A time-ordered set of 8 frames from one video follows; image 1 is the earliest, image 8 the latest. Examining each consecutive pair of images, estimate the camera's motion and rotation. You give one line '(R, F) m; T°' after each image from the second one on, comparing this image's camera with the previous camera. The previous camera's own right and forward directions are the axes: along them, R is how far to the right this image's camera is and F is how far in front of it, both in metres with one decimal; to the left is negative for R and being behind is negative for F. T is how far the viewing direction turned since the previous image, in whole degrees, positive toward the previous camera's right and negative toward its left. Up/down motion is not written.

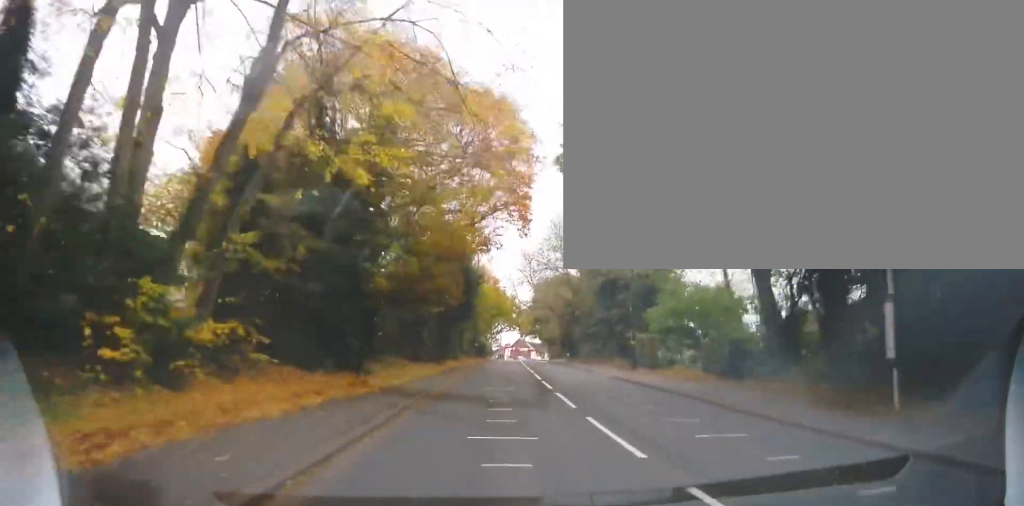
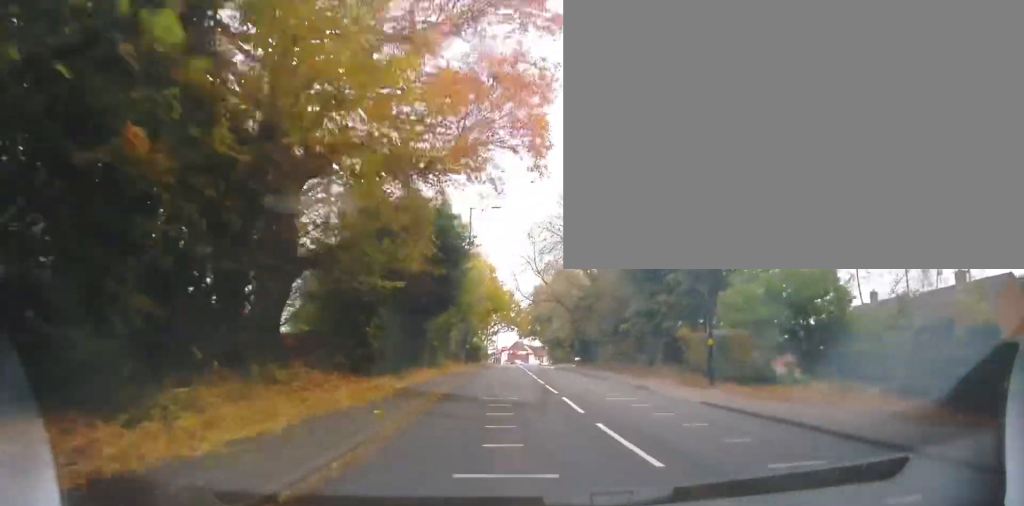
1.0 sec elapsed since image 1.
(+0.1, +12.4) m; +2°
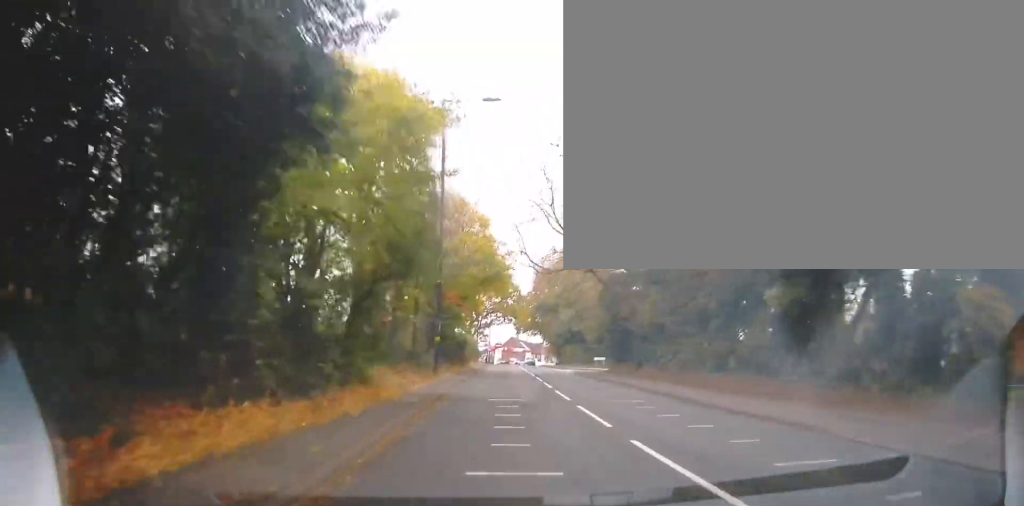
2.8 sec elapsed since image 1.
(-0.4, +20.2) m; -2°
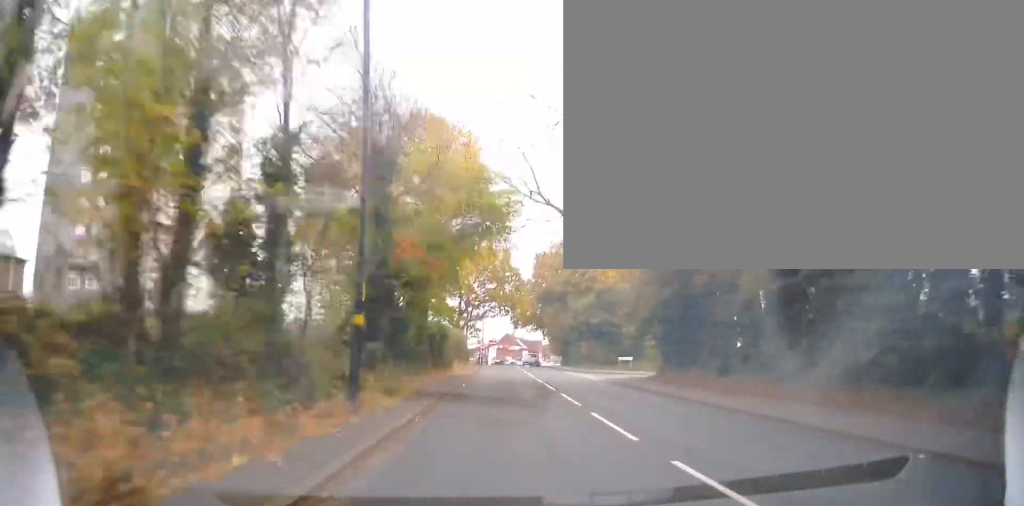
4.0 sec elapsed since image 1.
(+0.3, +13.8) m; +2°
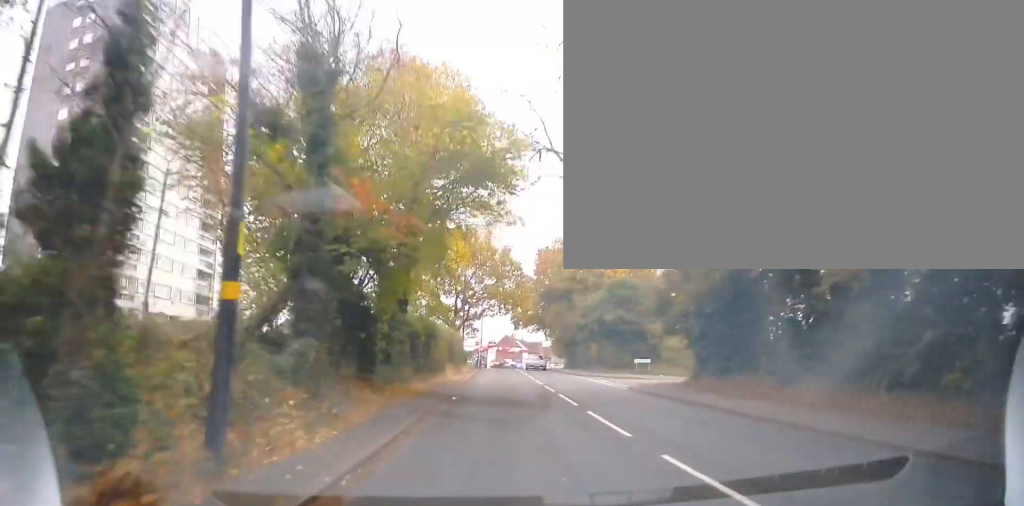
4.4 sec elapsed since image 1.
(0.0, +4.8) m; +1°
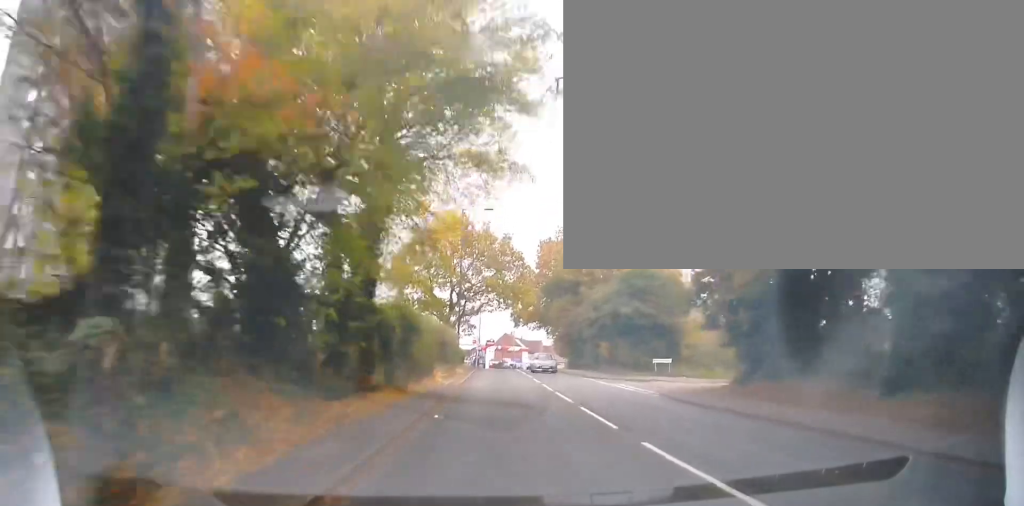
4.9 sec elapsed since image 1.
(-0.1, +4.8) m; +1°
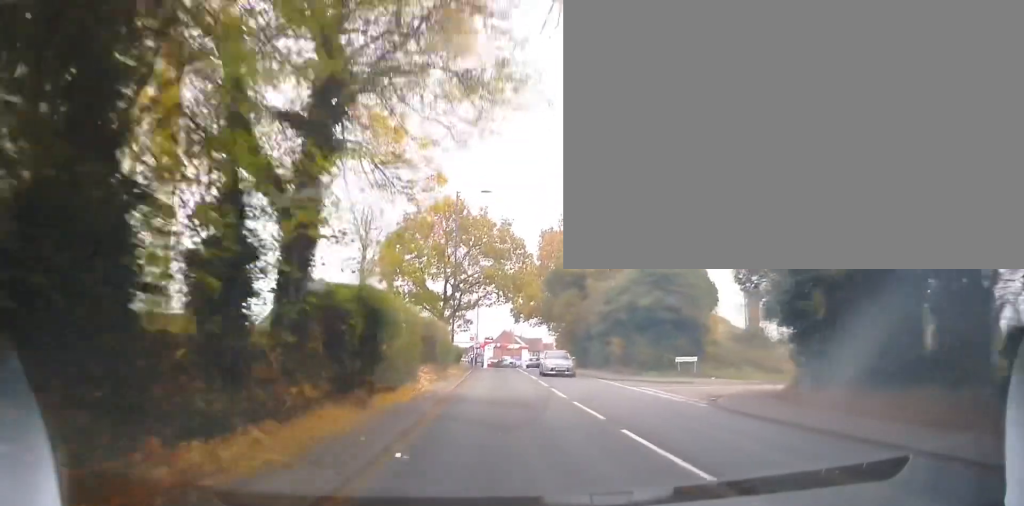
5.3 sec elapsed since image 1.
(+0.2, +4.9) m; 0°
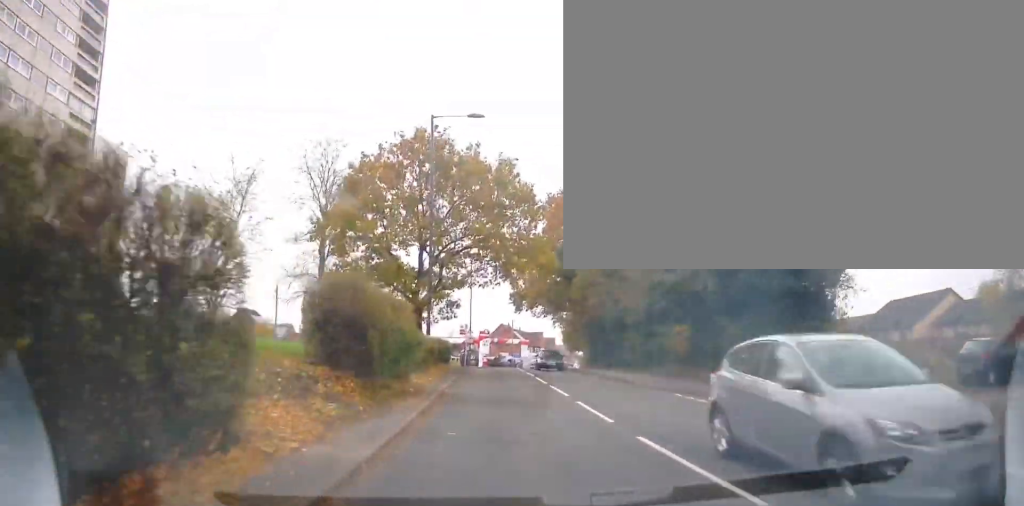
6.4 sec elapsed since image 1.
(0.0, +12.4) m; 0°
